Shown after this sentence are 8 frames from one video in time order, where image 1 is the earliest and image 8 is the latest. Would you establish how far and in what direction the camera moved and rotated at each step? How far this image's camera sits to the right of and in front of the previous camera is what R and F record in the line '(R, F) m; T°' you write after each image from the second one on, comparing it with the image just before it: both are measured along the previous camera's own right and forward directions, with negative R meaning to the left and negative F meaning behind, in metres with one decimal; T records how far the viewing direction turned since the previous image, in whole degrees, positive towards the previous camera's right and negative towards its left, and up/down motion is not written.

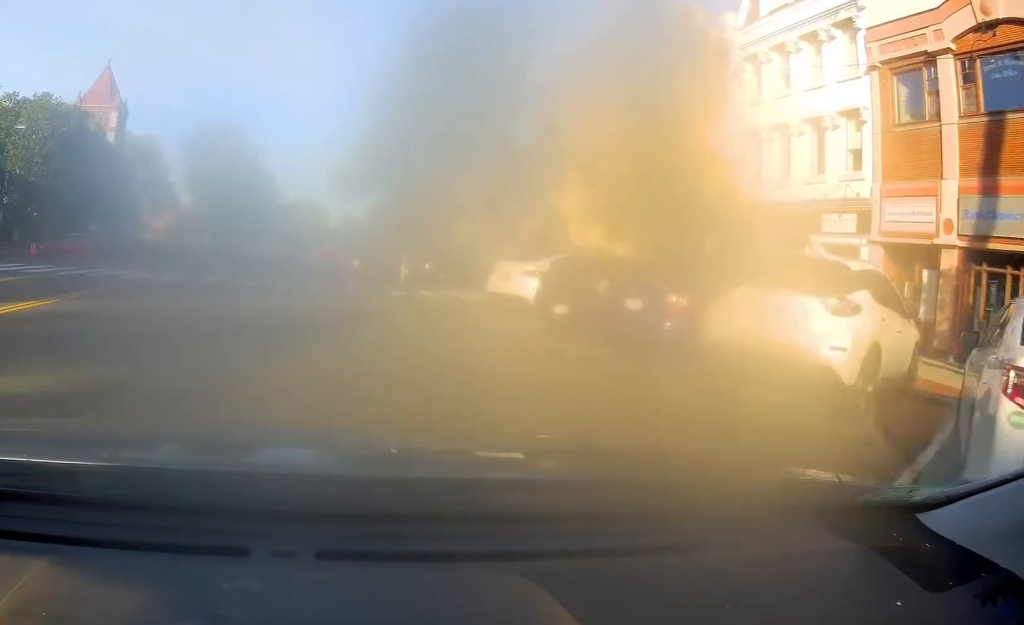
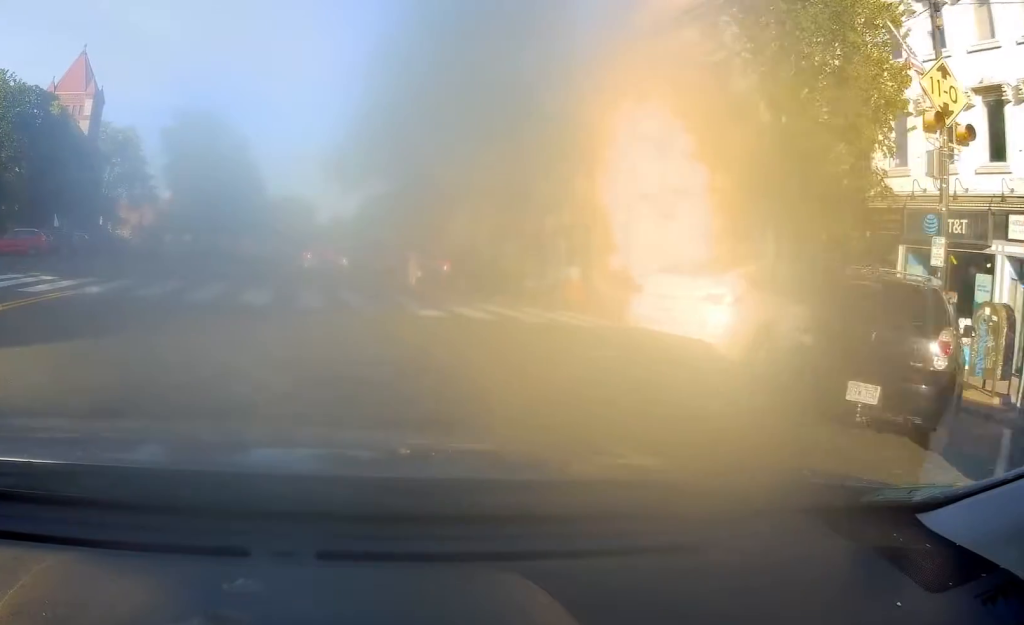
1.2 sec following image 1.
(-0.2, +7.2) m; -2°
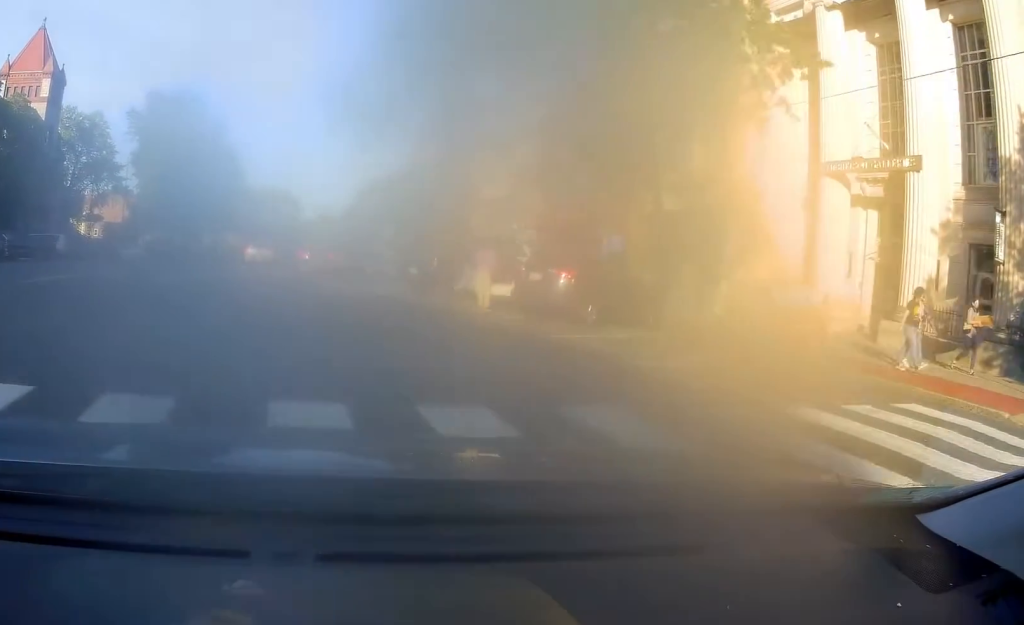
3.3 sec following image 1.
(+0.8, +13.5) m; +6°
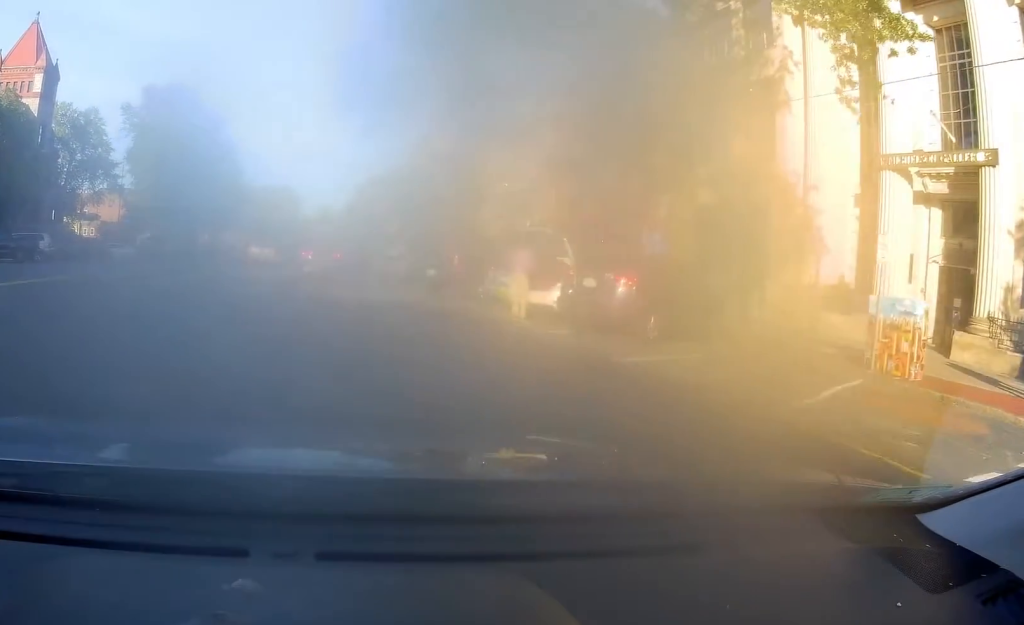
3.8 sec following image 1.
(+0.1, +3.4) m; 0°
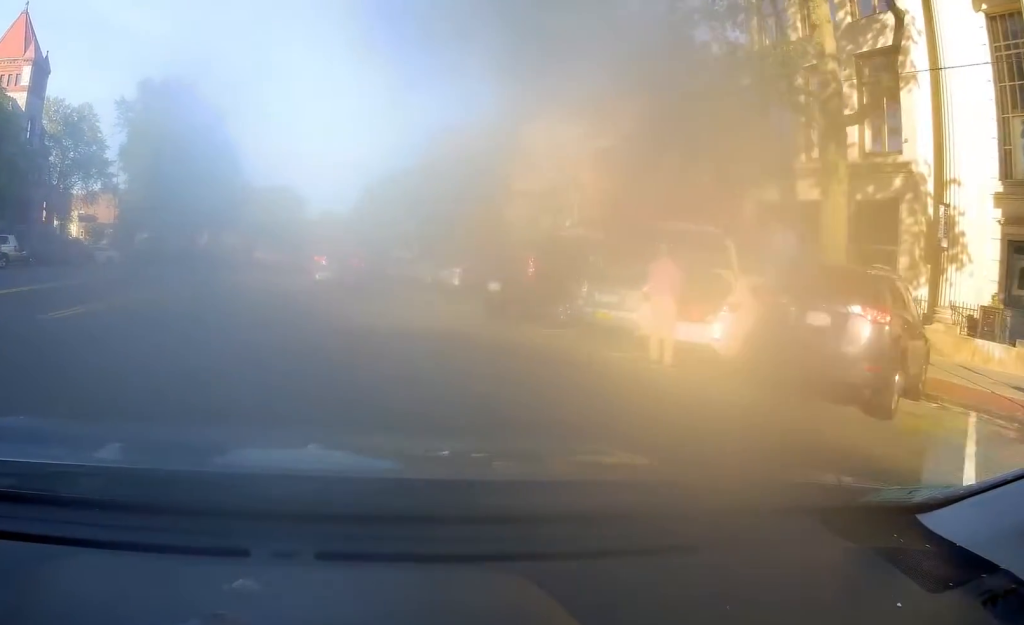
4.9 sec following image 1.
(-0.2, +6.5) m; -2°
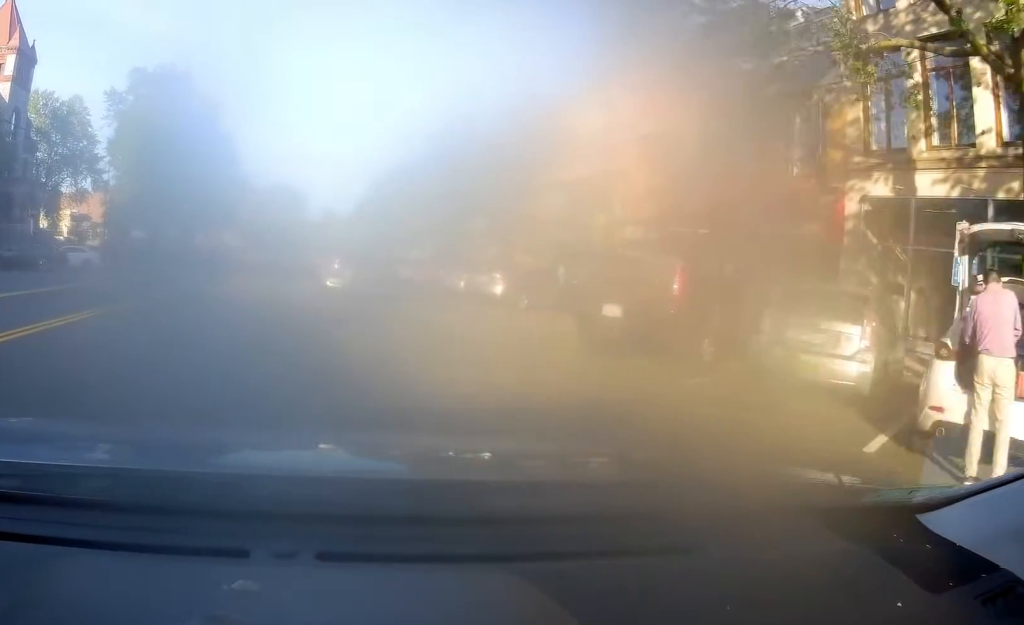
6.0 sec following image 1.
(0.0, +5.7) m; +2°
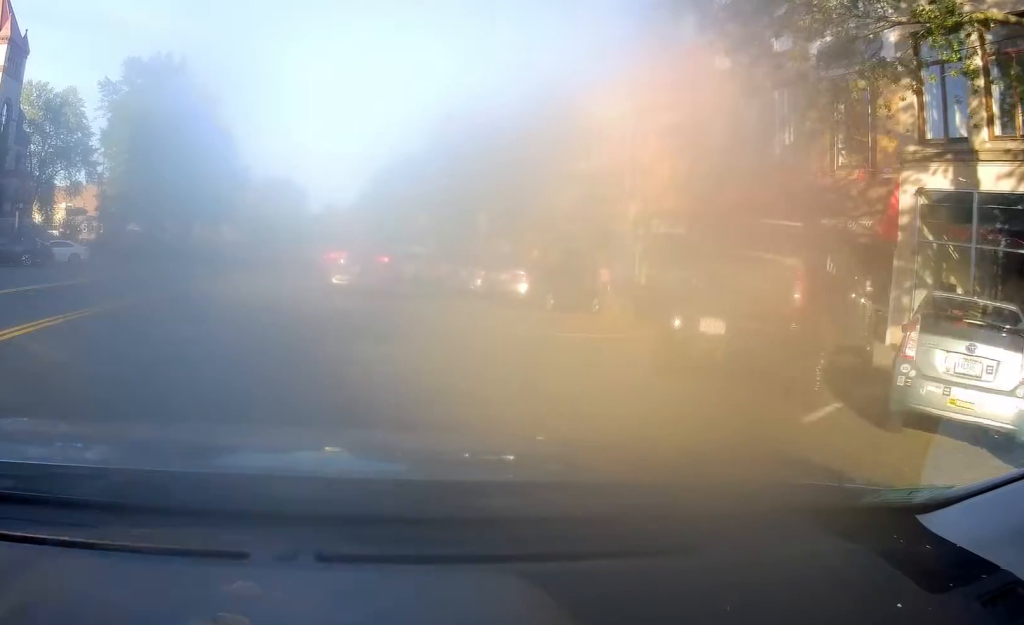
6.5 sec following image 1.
(-0.1, +2.6) m; +2°
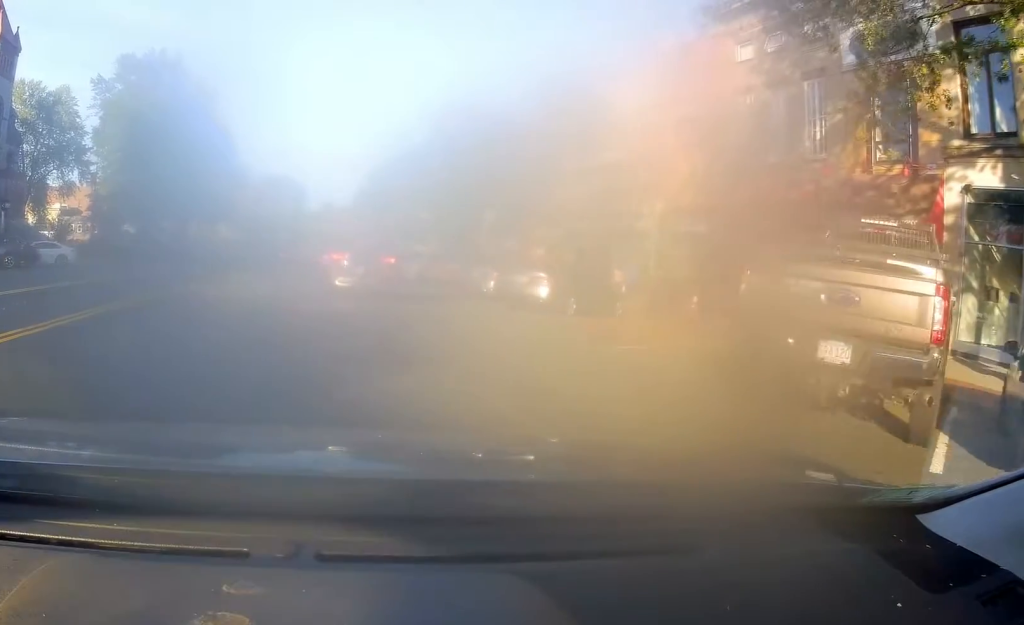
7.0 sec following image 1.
(+0.1, +2.1) m; -1°
